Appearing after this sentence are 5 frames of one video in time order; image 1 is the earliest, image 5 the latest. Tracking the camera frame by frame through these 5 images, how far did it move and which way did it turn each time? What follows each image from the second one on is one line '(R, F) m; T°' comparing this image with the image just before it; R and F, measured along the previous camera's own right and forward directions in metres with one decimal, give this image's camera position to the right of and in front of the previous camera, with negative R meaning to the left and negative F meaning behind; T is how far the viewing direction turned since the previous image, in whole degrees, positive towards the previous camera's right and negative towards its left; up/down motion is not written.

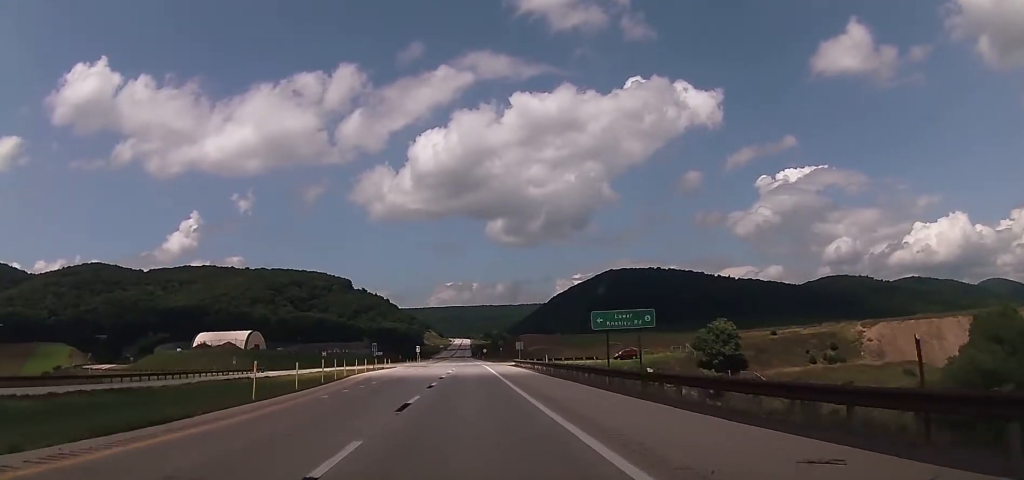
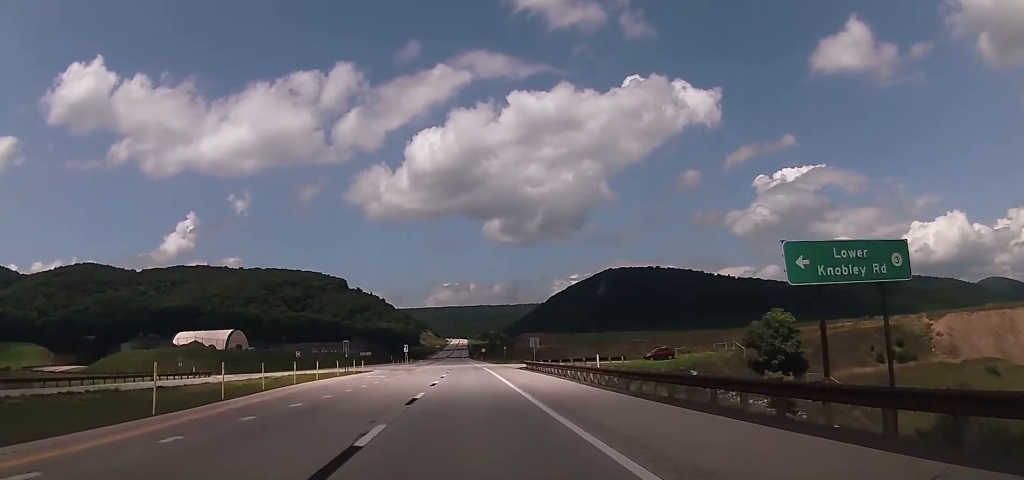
(+0.5, +22.0) m; 0°
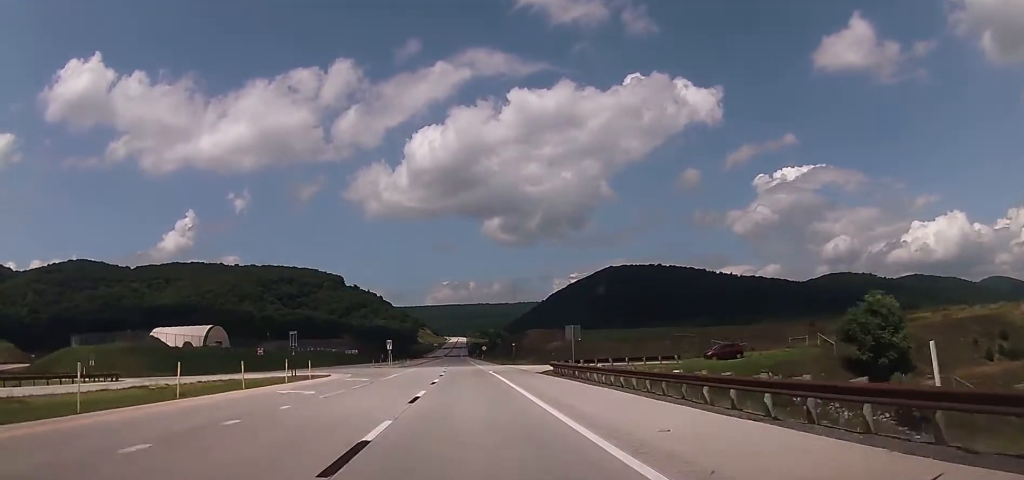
(-0.4, +24.2) m; 0°
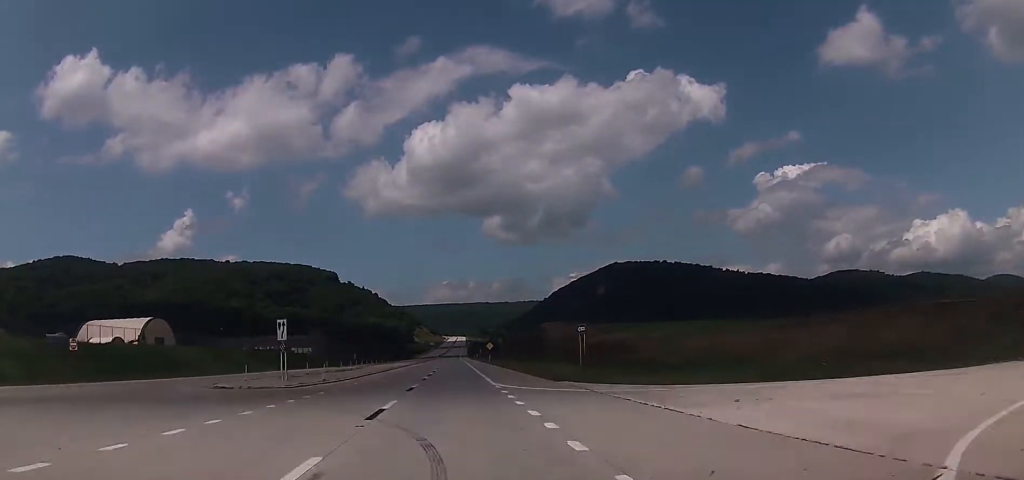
(+0.2, +55.0) m; +1°
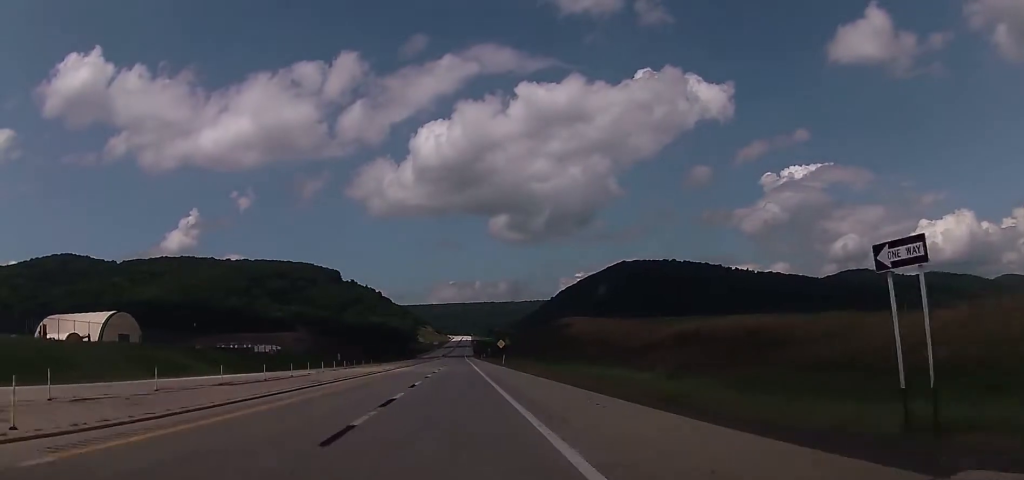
(0.0, +28.6) m; 0°
